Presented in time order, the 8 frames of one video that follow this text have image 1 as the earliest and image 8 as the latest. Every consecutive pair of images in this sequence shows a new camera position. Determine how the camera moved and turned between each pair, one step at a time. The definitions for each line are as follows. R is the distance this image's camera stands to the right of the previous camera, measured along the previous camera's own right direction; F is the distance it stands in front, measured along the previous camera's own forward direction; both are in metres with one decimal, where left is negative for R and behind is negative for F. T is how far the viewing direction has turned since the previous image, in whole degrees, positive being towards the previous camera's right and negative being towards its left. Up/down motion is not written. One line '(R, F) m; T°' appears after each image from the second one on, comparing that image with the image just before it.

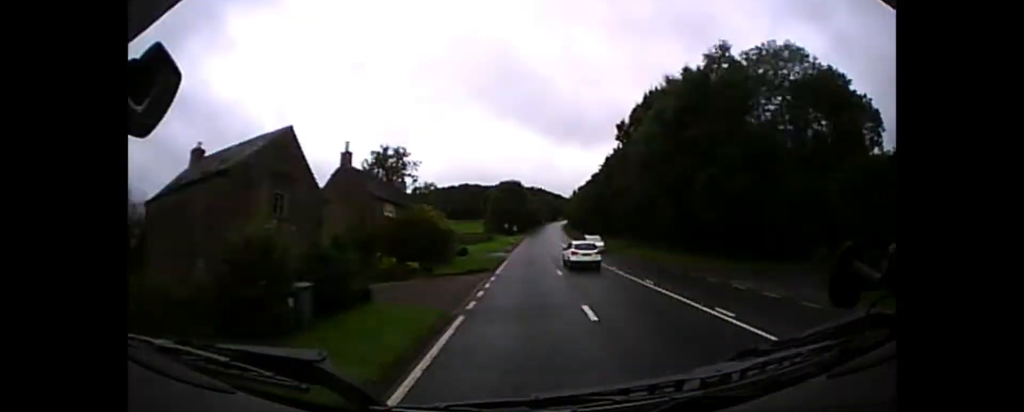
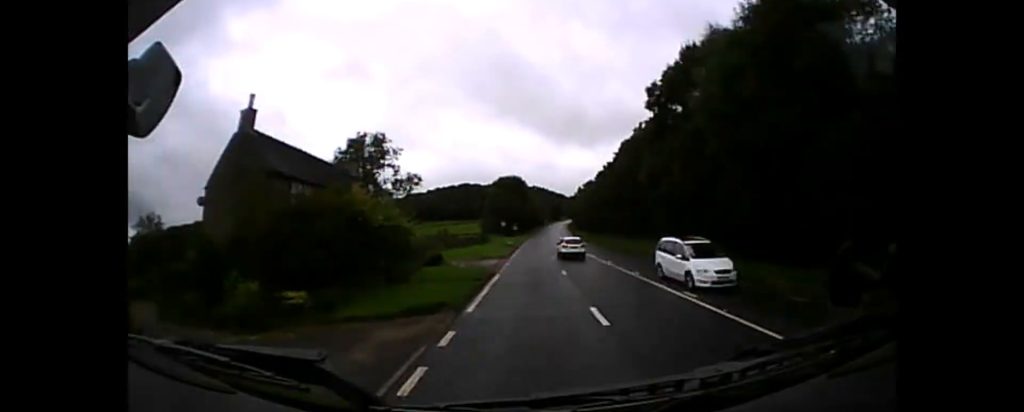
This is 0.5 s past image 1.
(0.0, +9.1) m; +1°
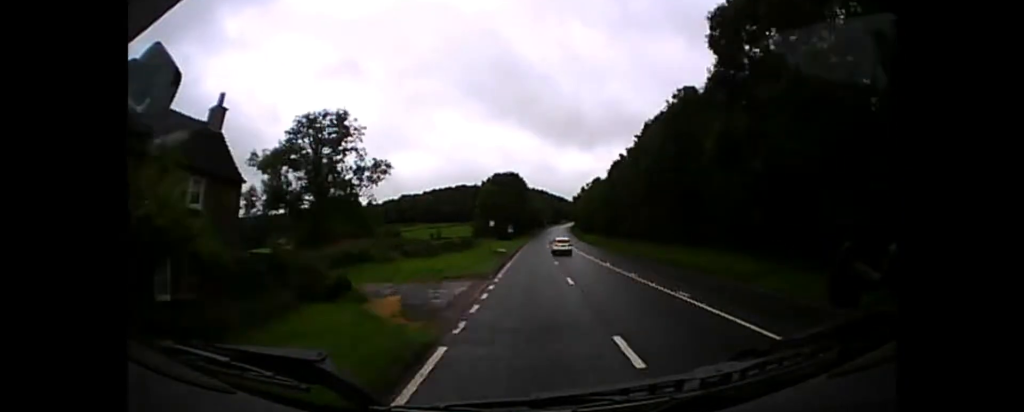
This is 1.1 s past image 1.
(+0.3, +11.7) m; -1°
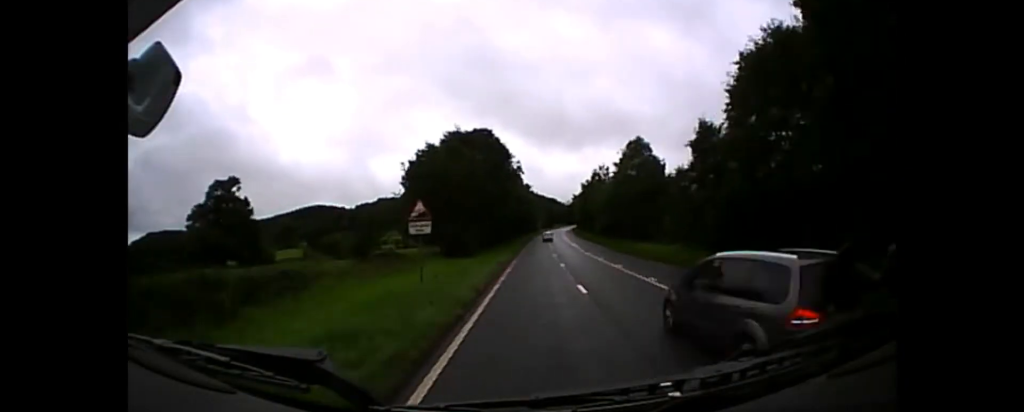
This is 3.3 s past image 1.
(-1.0, +37.4) m; -2°
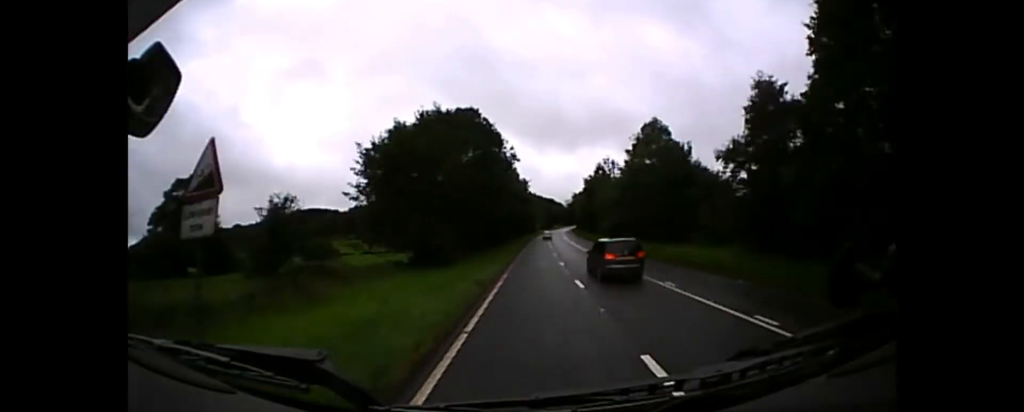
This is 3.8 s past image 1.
(0.0, +8.0) m; 0°
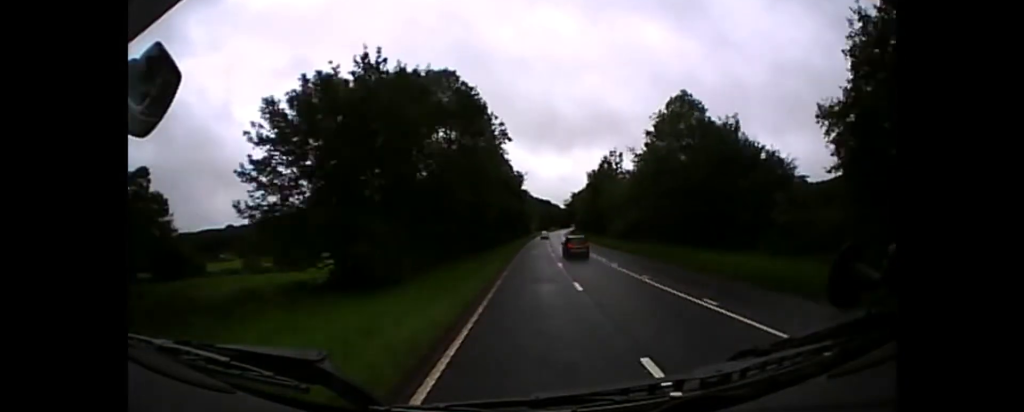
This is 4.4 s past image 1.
(0.0, +9.6) m; -1°
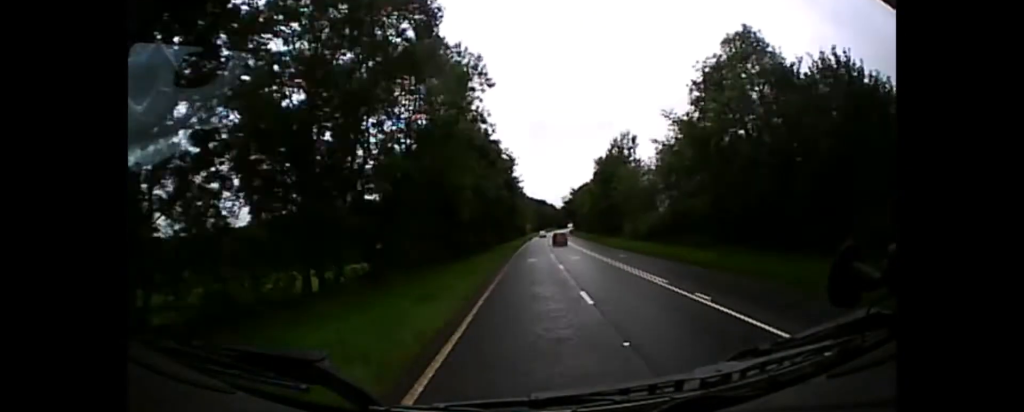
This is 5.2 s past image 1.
(-0.2, +11.6) m; 0°
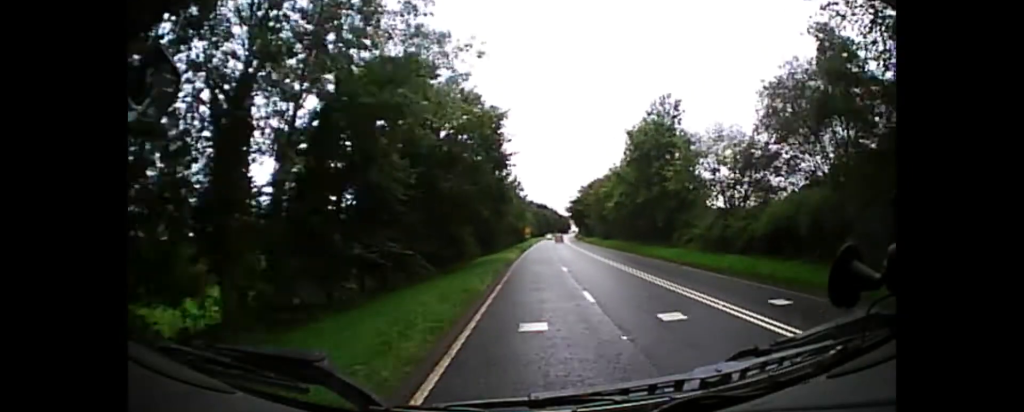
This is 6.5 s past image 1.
(+0.2, +20.6) m; -1°
